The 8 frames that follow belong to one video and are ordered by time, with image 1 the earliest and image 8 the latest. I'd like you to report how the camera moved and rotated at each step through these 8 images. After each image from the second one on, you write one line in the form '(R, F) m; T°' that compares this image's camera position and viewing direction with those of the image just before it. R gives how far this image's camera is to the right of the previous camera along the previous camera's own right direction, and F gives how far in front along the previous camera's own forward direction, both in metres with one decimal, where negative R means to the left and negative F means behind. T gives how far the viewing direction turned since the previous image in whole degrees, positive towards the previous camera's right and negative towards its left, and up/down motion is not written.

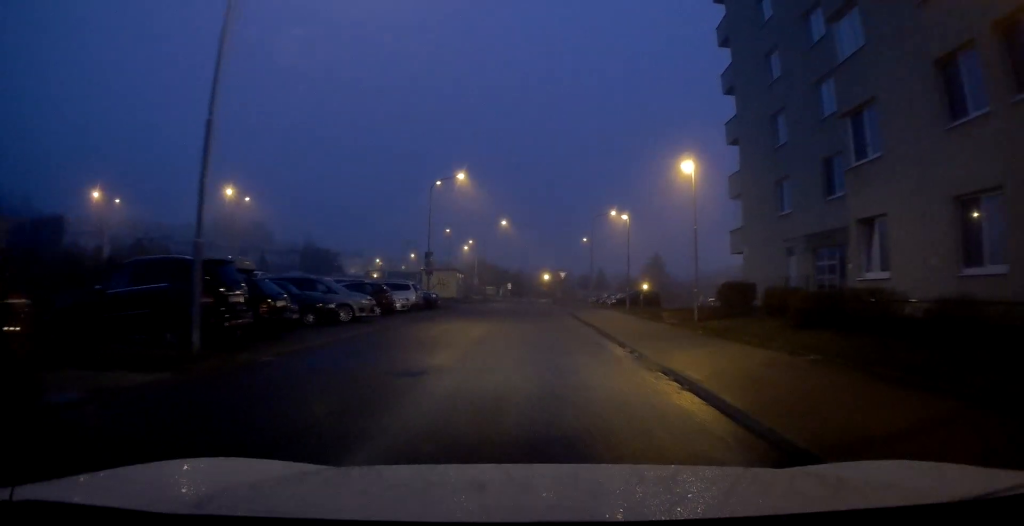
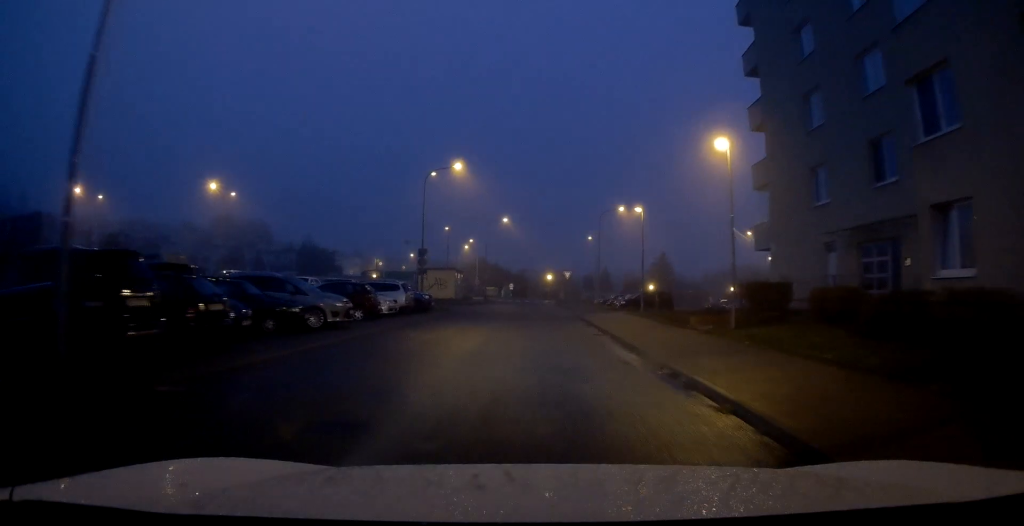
(0.0, +3.3) m; +1°
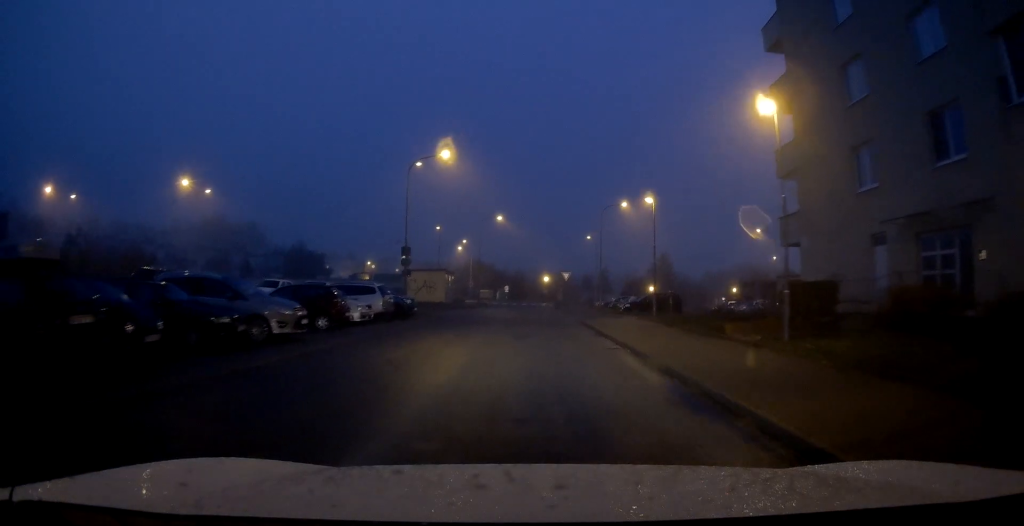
(+0.2, +3.7) m; +3°
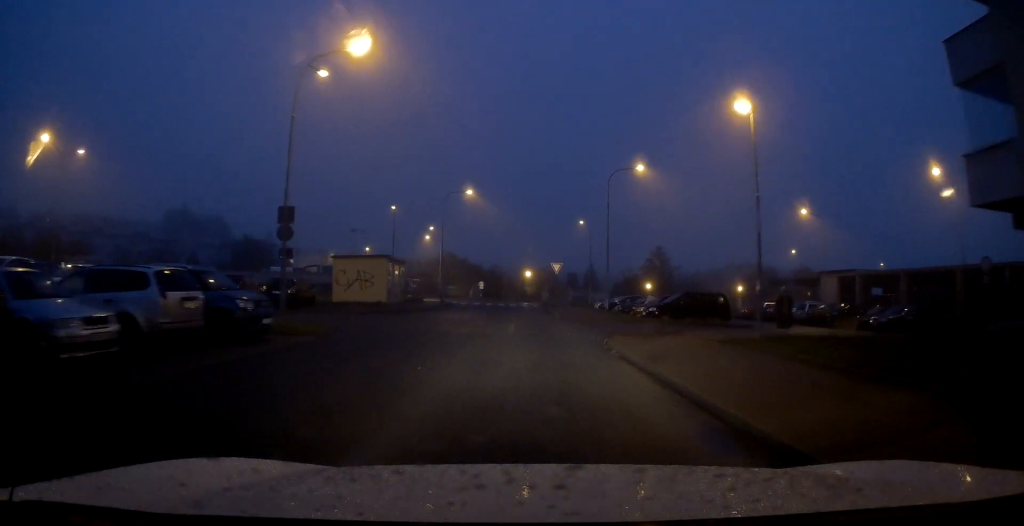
(+0.1, +14.1) m; +2°
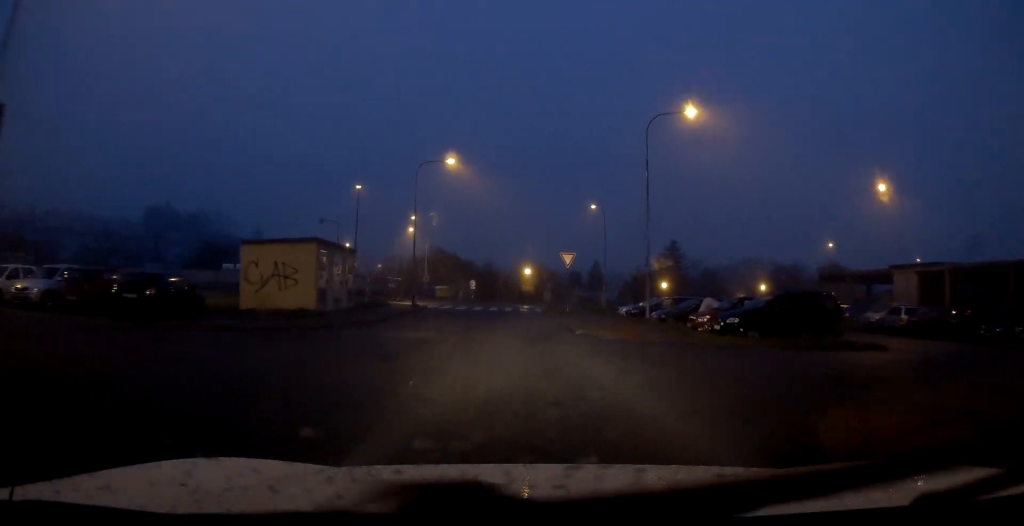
(+0.9, +11.5) m; +6°
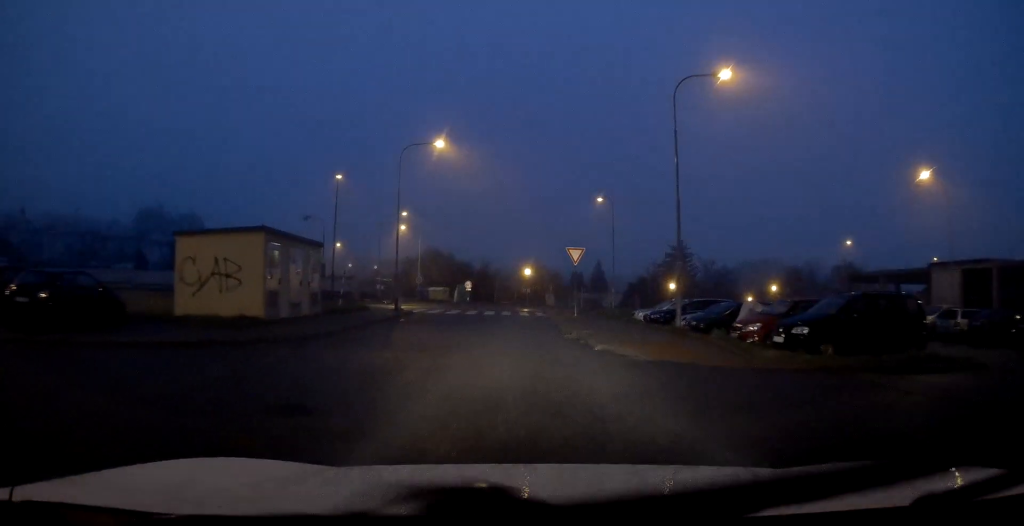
(0.0, +4.6) m; -3°
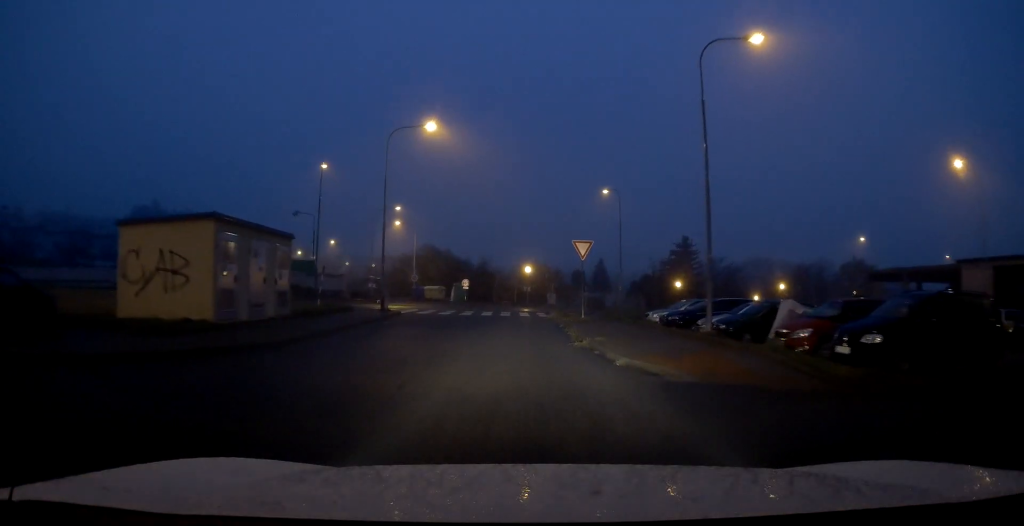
(-0.2, +2.9) m; 0°
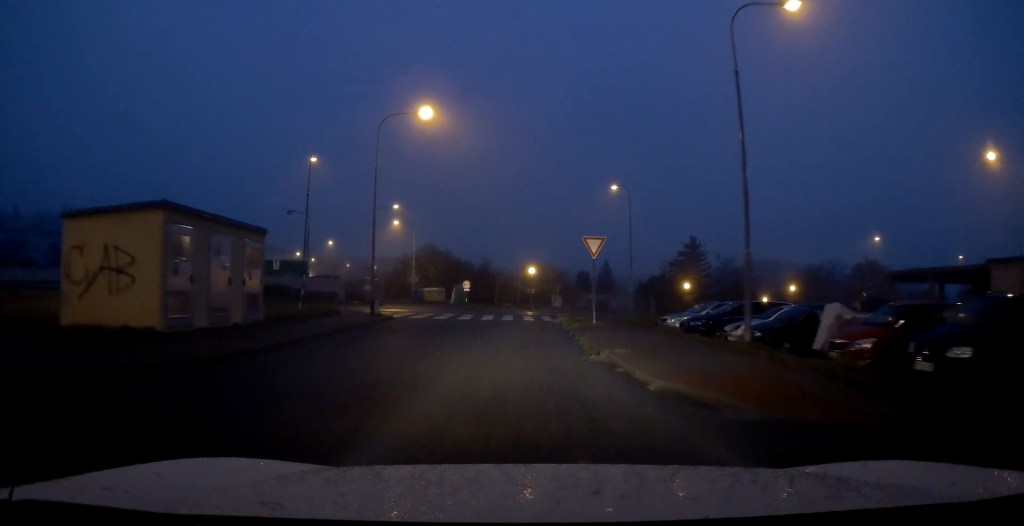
(0.0, +2.4) m; 0°
